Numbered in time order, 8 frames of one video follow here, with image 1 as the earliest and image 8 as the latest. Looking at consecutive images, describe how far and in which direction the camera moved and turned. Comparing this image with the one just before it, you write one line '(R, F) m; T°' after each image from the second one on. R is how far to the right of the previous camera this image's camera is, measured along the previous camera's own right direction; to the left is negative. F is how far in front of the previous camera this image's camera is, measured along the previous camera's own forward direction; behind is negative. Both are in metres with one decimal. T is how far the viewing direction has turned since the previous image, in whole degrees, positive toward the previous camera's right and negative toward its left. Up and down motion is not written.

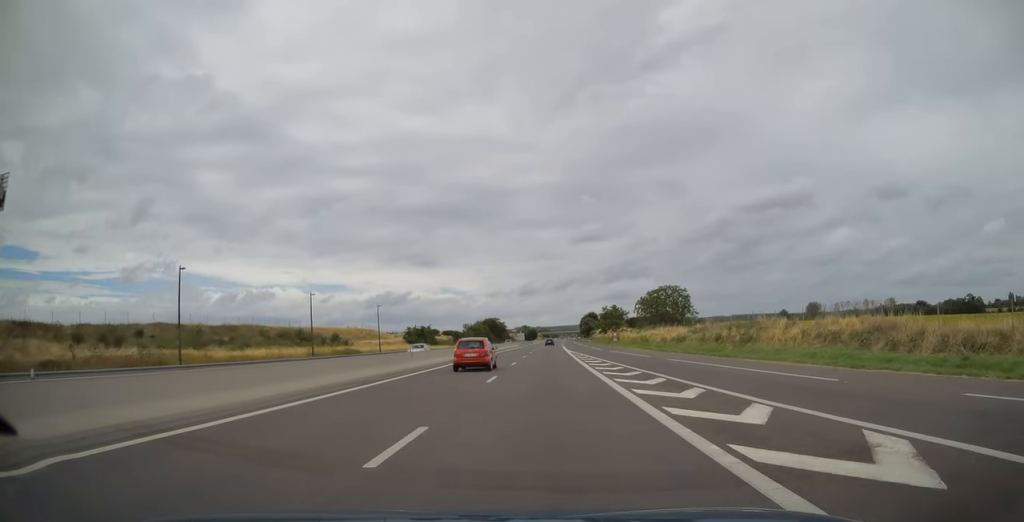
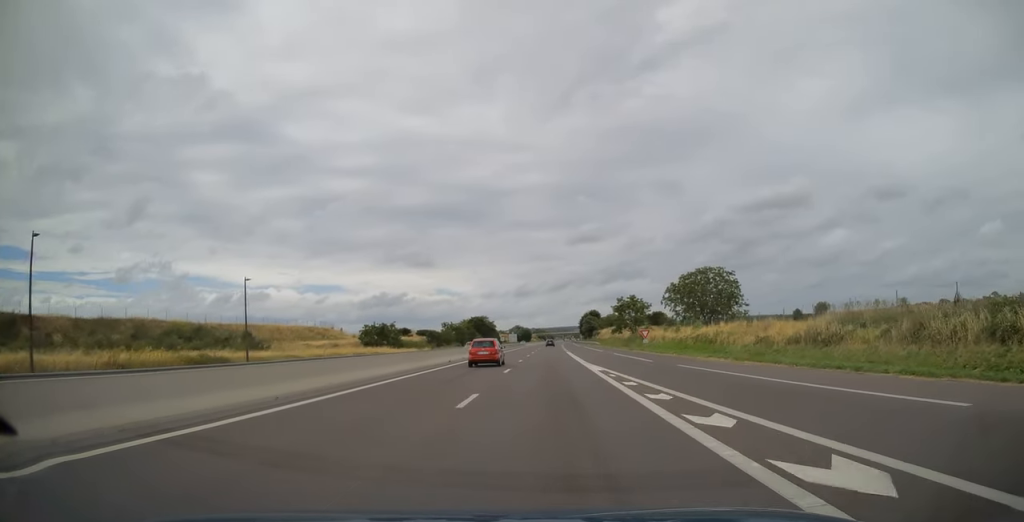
(+0.2, +32.8) m; 0°
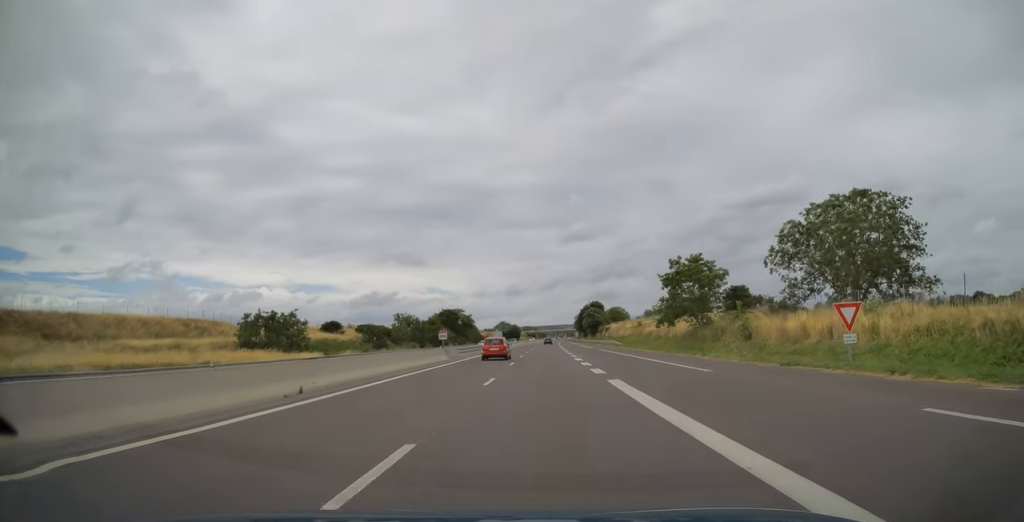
(+0.2, +45.8) m; +1°
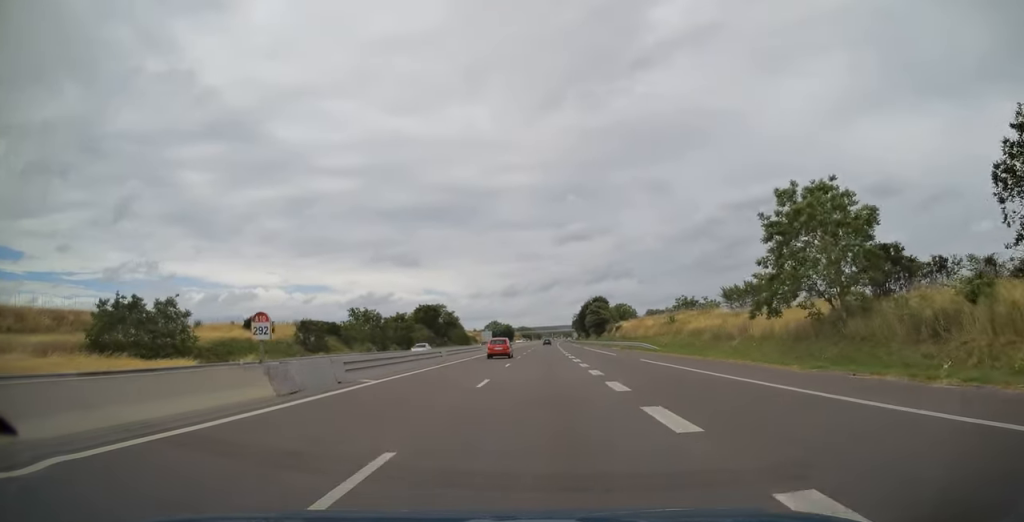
(+0.1, +26.4) m; 0°
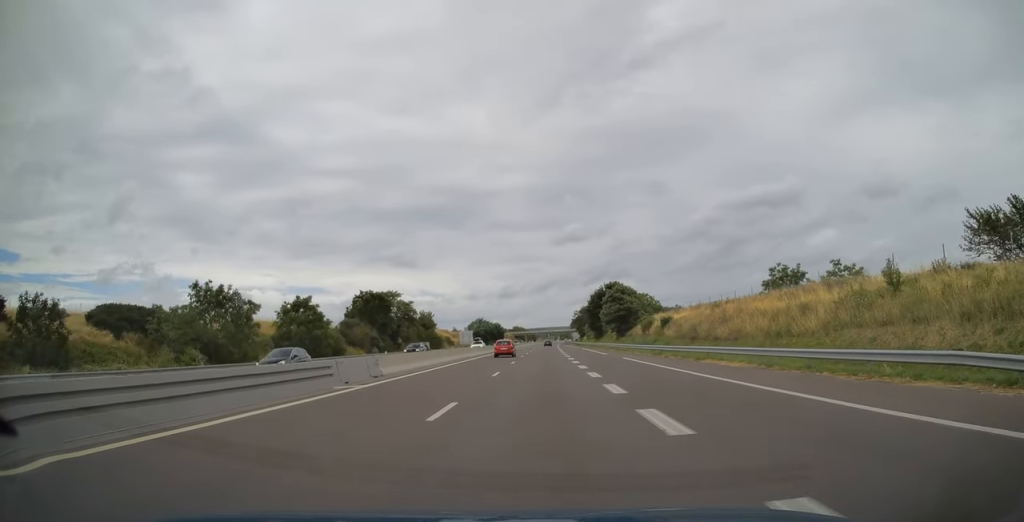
(+0.3, +45.2) m; +1°
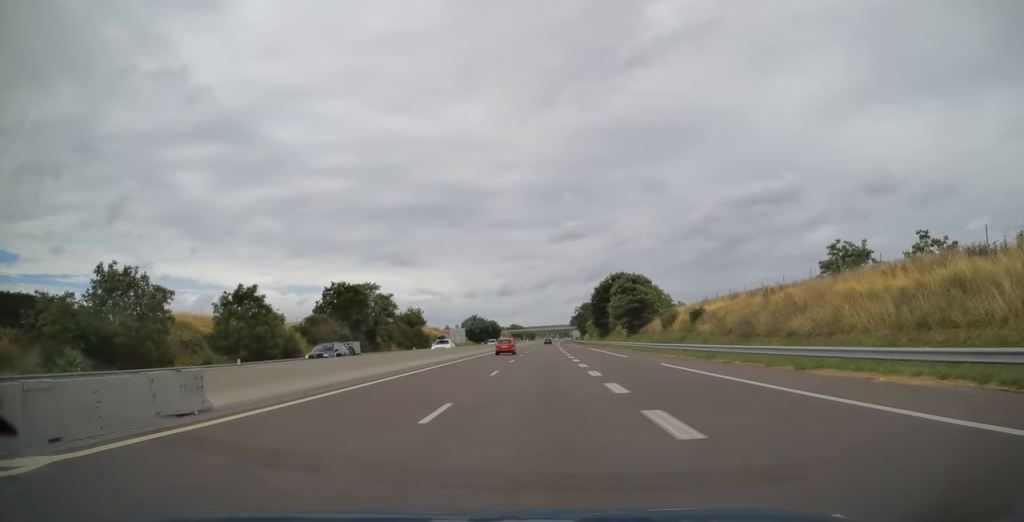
(+0.1, +13.4) m; 0°
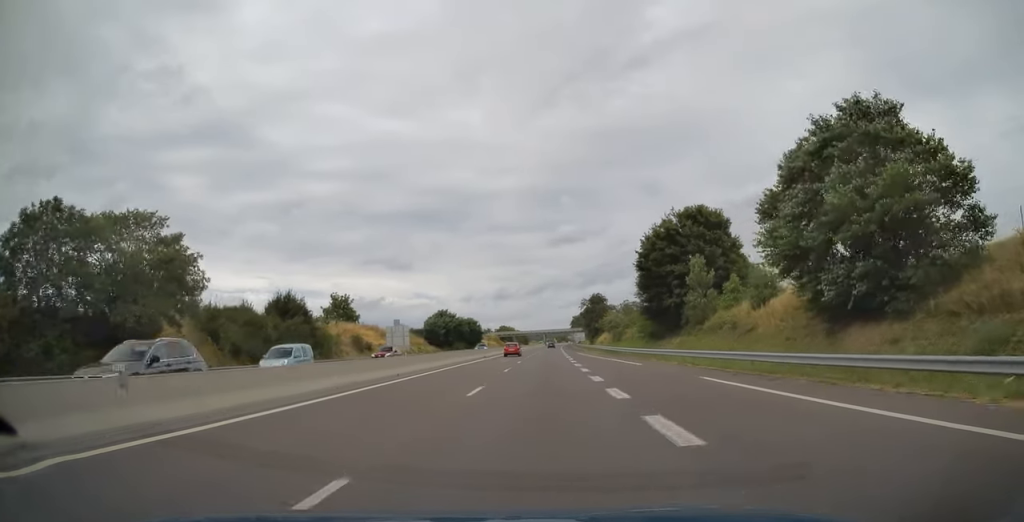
(+0.2, +58.2) m; 0°
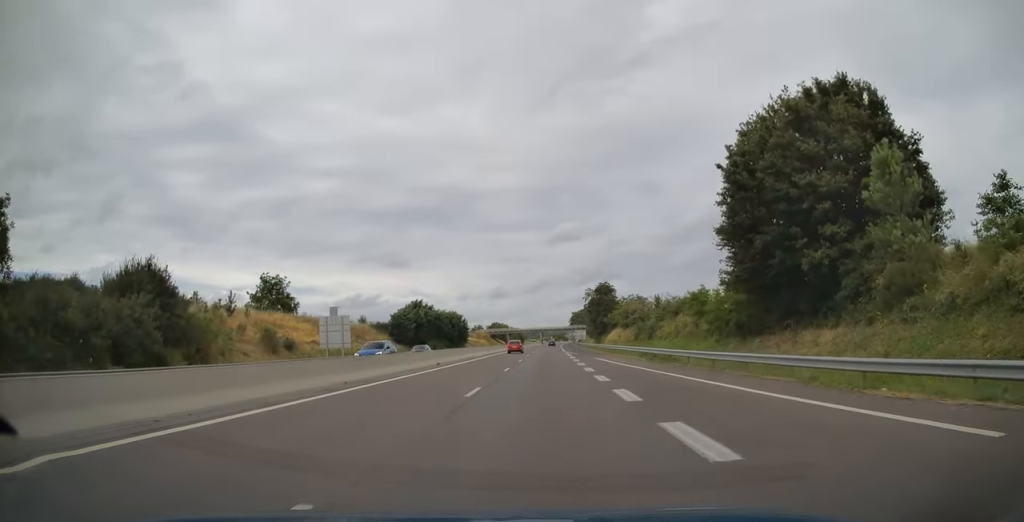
(0.0, +27.0) m; 0°
